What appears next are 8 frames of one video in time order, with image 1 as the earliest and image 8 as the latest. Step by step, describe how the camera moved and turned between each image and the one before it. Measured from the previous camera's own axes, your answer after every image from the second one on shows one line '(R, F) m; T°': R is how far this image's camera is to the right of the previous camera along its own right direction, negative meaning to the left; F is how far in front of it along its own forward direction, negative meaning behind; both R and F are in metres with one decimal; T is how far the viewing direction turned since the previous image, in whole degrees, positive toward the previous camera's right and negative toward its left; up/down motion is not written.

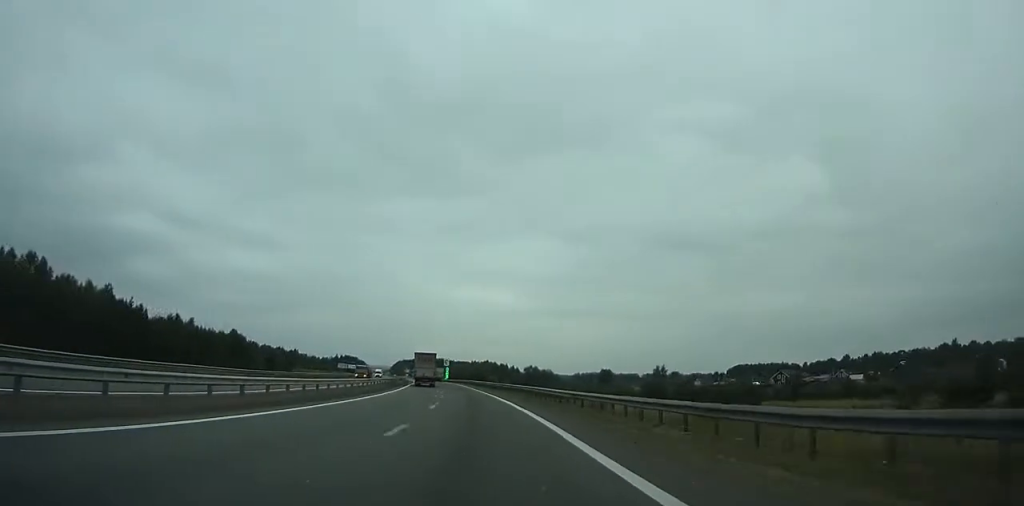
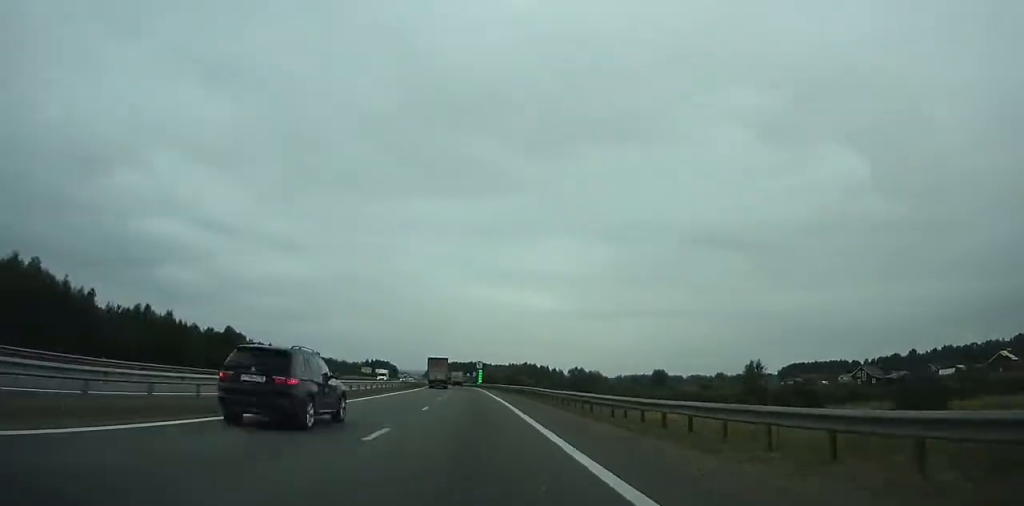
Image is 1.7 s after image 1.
(-0.1, +37.4) m; -2°
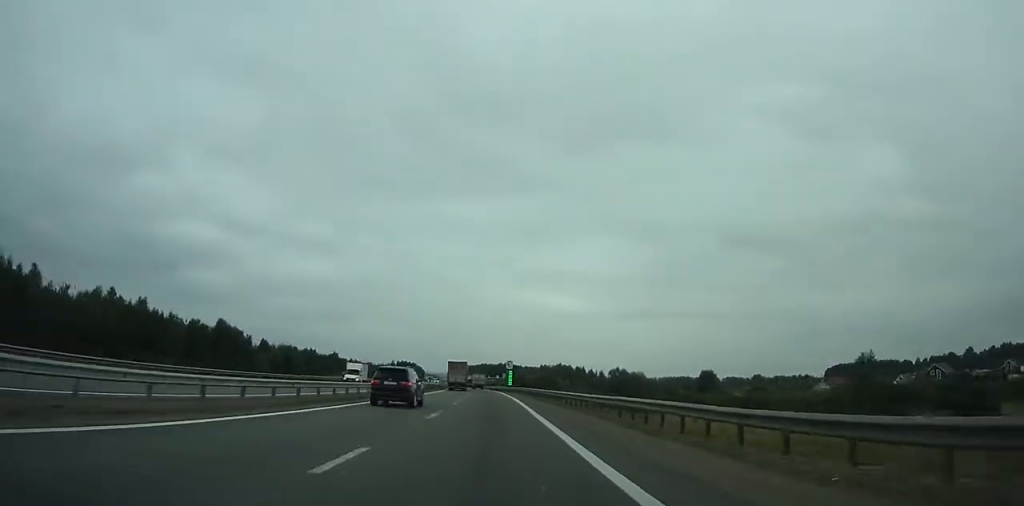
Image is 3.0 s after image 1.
(-1.1, +28.4) m; -2°
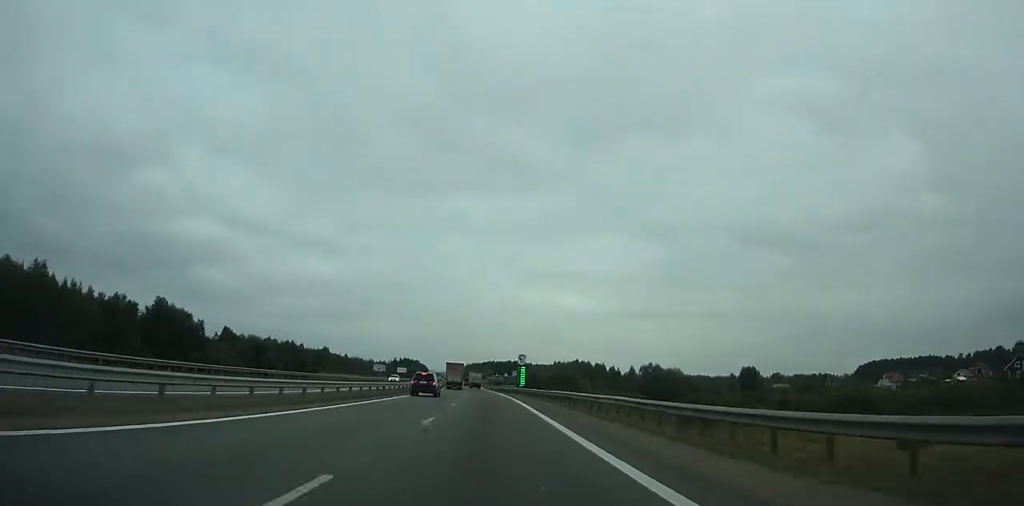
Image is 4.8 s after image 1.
(-0.7, +39.3) m; -2°
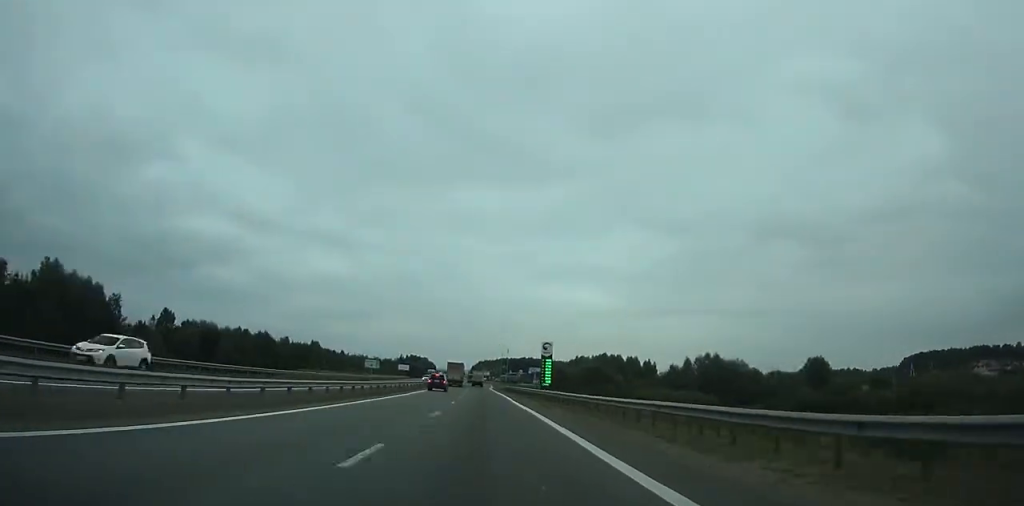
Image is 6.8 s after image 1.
(-1.2, +43.5) m; -2°
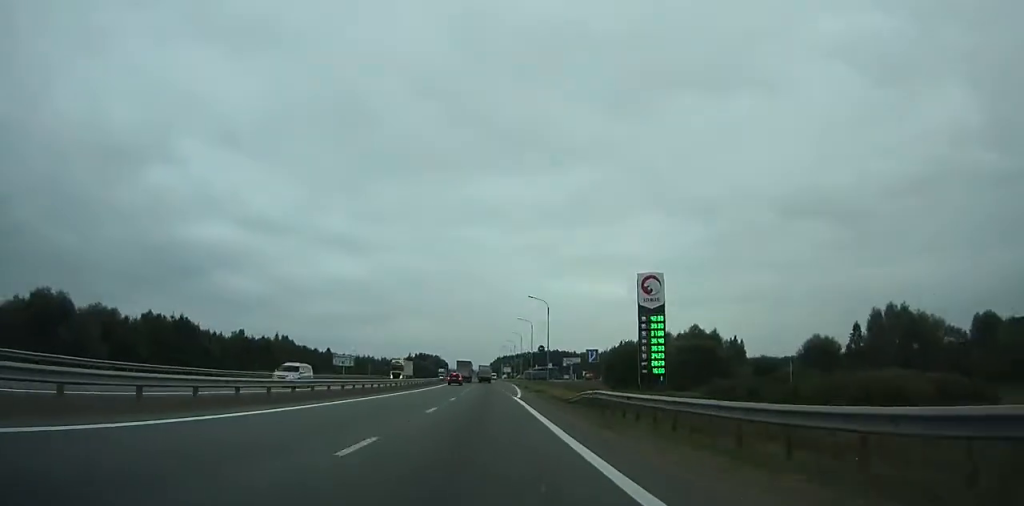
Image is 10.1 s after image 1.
(-1.3, +71.2) m; -2°
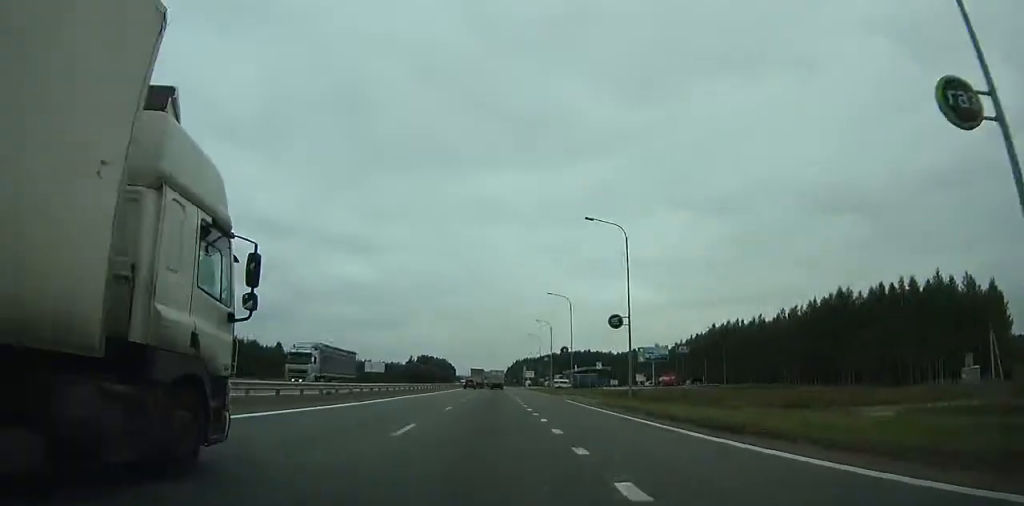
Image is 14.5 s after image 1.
(-1.6, +92.9) m; -1°
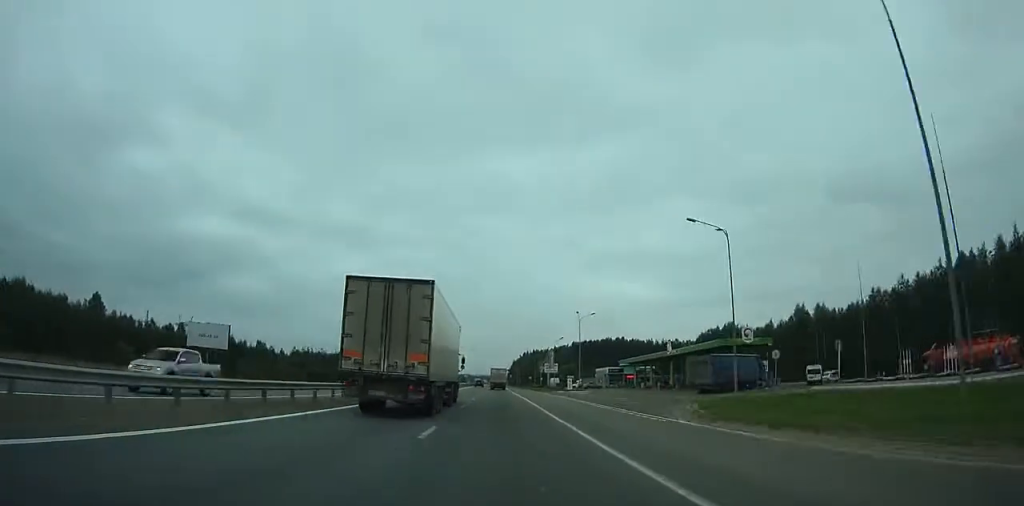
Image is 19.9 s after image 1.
(-0.8, +110.5) m; 0°
